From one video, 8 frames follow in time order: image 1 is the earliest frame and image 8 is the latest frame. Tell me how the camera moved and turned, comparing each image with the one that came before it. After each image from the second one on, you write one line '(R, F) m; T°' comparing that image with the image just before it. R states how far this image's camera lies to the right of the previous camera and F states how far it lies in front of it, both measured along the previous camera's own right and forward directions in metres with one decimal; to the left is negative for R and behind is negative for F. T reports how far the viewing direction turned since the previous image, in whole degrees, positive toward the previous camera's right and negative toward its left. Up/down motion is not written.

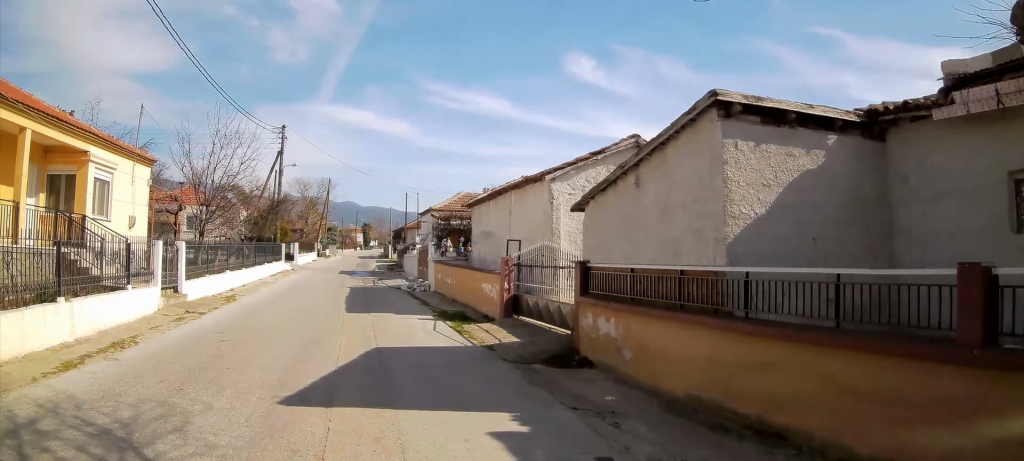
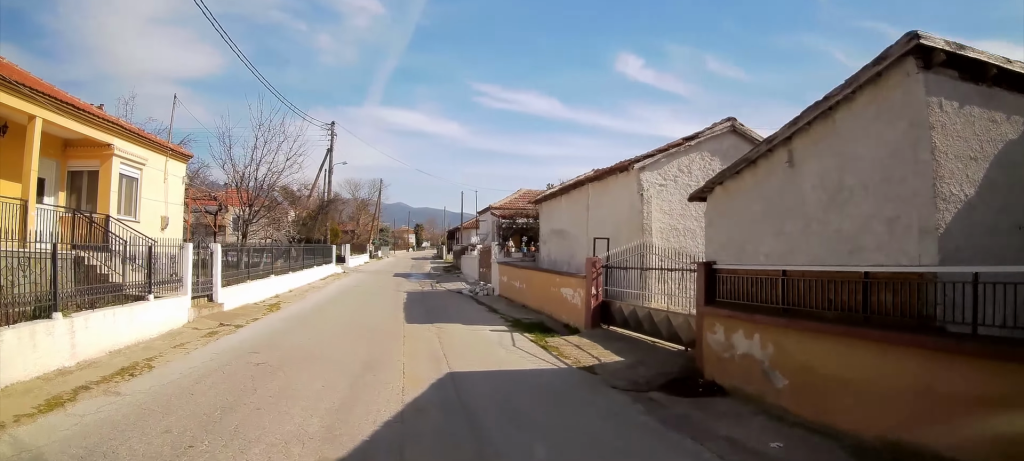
(-0.1, +1.8) m; -4°
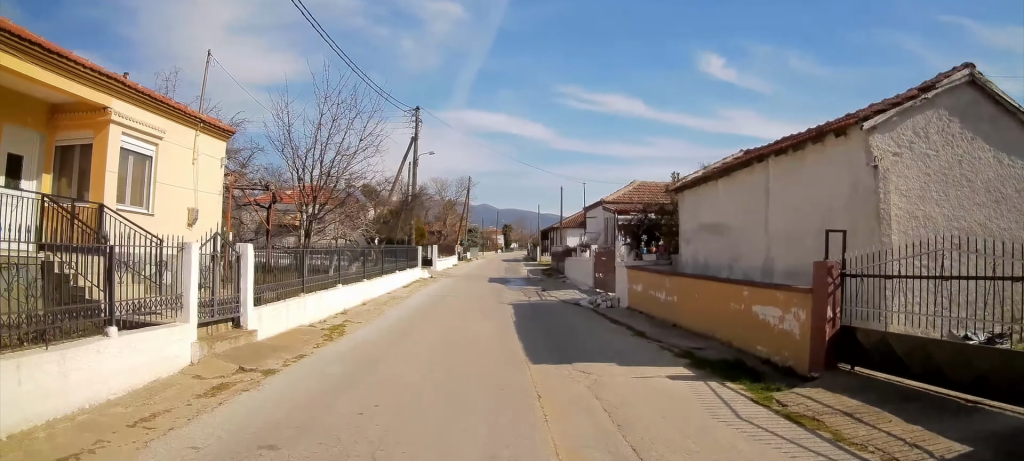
(0.0, +4.1) m; -4°
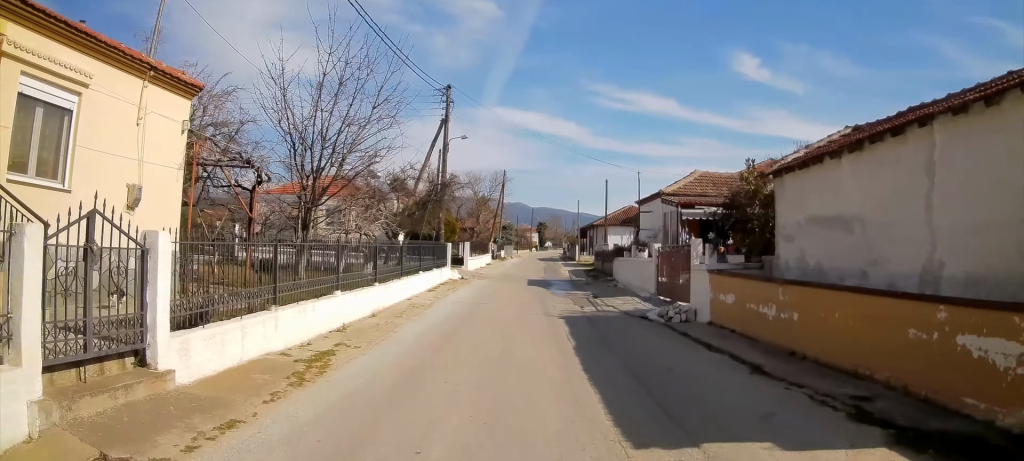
(-0.1, +3.6) m; -5°
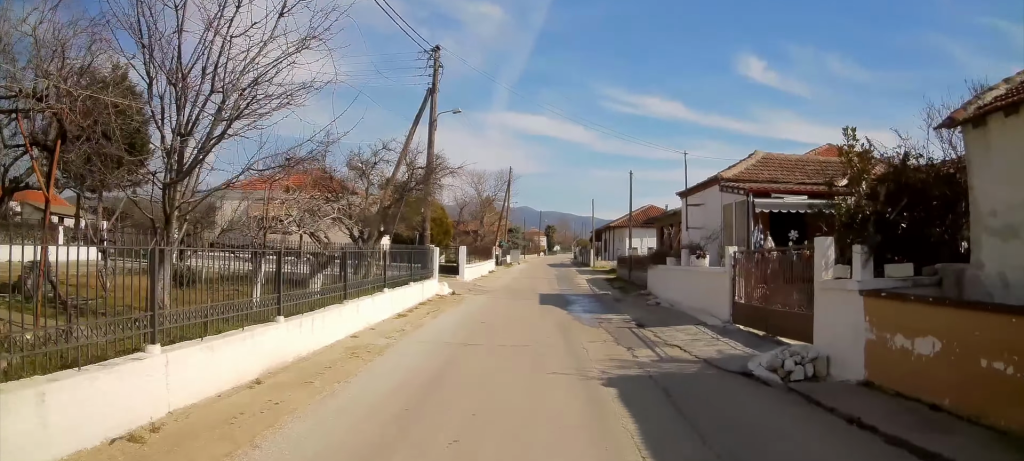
(-0.3, +5.7) m; +2°
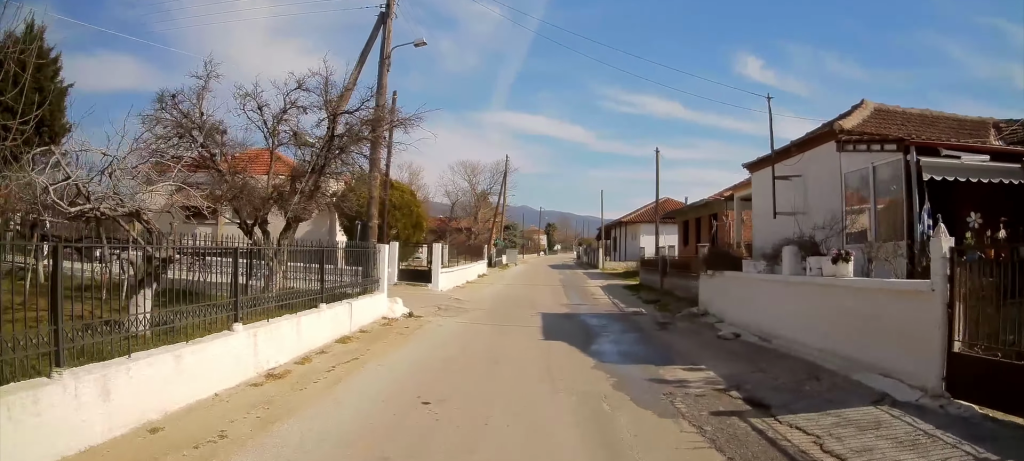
(+0.8, +6.7) m; +7°
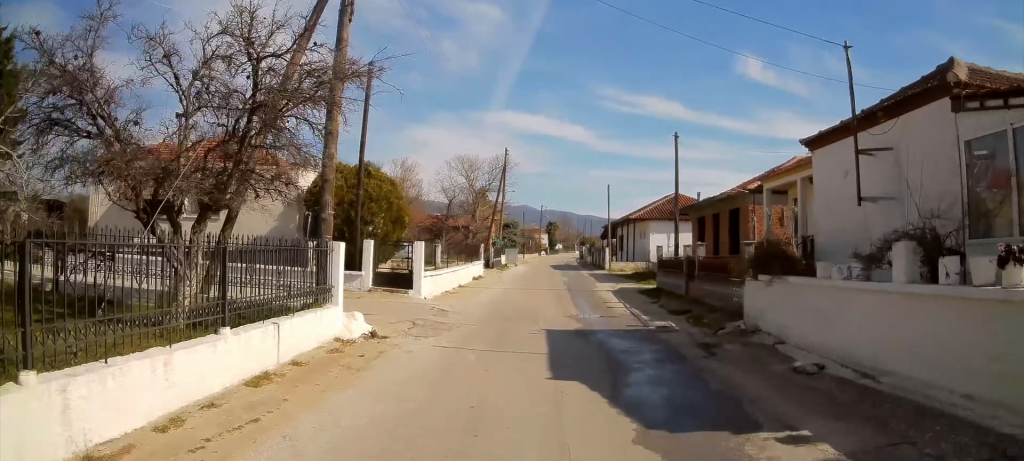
(+0.1, +3.2) m; 0°
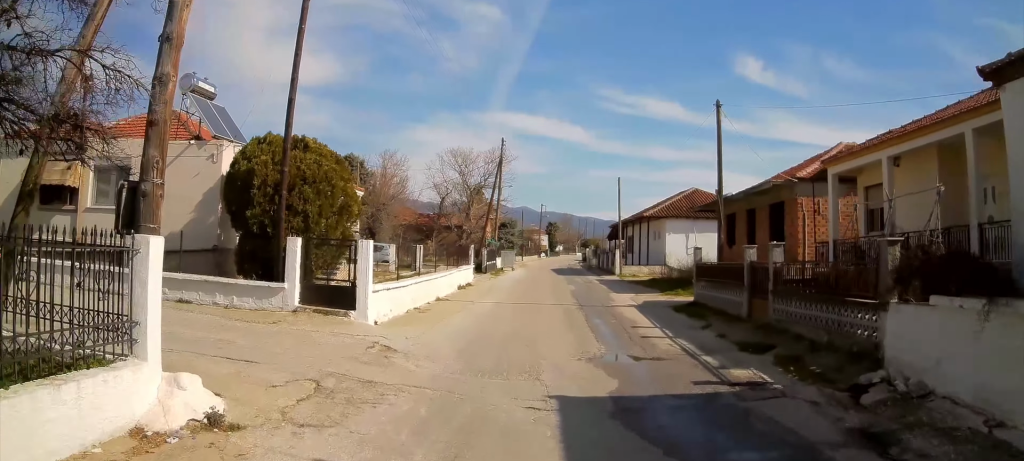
(-0.4, +5.1) m; -1°
